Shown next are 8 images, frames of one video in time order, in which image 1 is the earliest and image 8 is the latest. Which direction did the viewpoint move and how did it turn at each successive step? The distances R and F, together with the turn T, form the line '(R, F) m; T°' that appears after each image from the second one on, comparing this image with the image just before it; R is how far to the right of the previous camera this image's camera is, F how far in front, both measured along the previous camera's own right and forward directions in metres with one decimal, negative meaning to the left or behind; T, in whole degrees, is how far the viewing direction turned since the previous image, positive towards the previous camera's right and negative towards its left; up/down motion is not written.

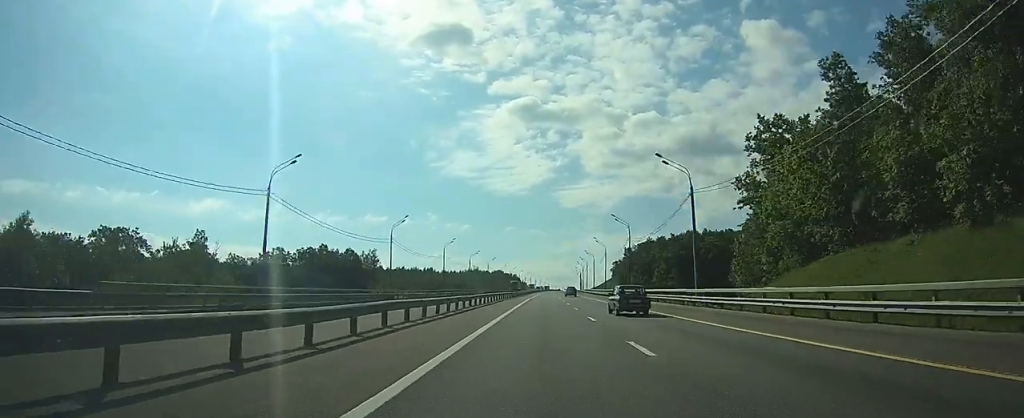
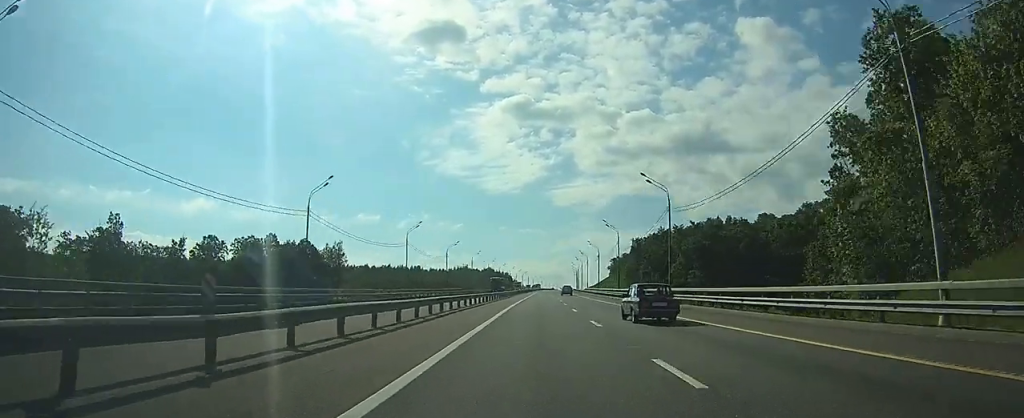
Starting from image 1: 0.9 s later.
(0.0, +27.3) m; 0°
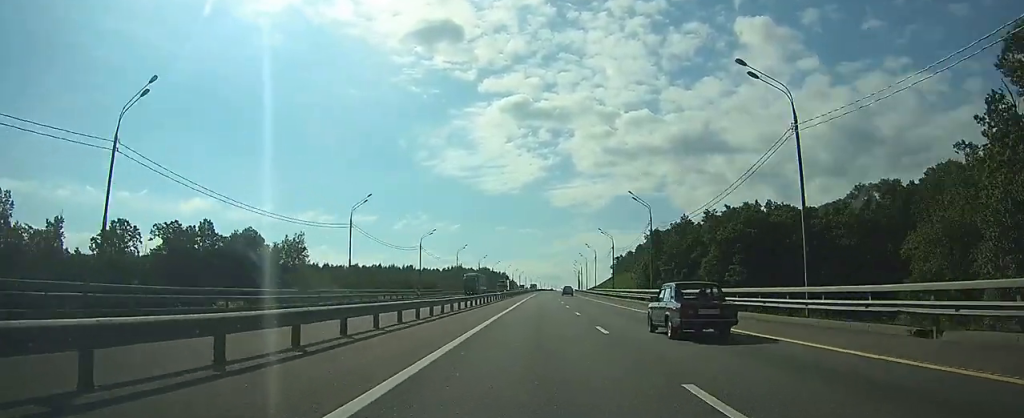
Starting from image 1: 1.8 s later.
(+0.1, +26.2) m; +1°
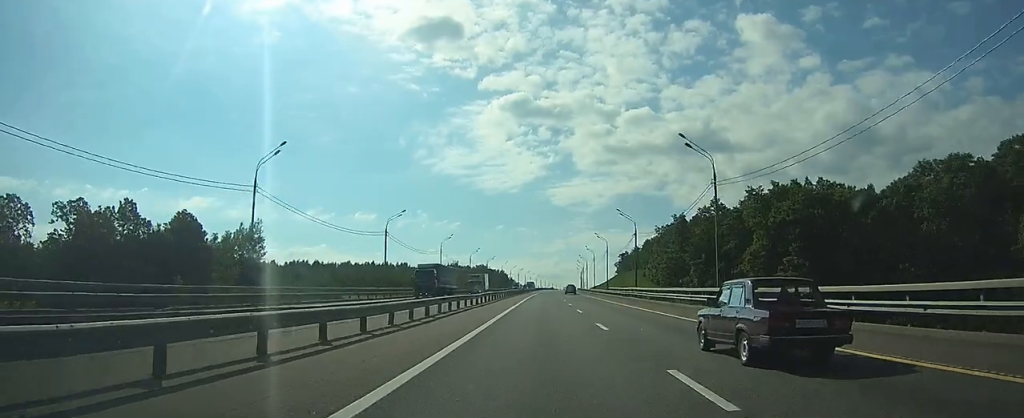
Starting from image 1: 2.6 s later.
(+0.1, +22.4) m; 0°
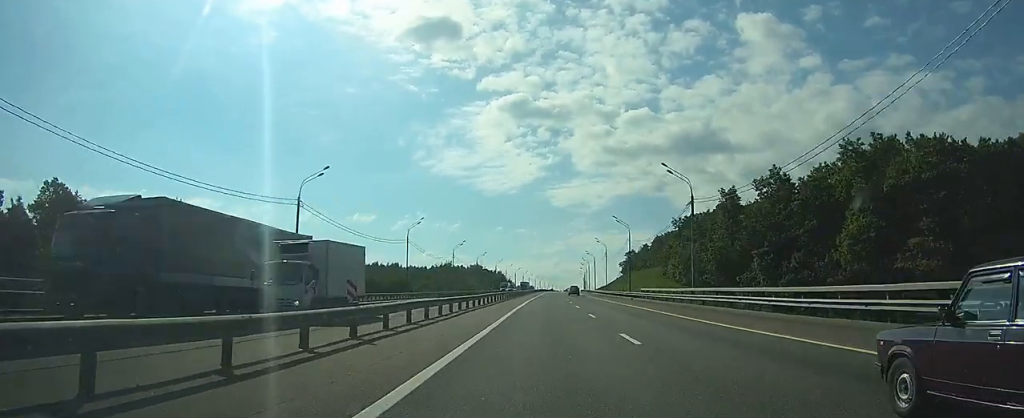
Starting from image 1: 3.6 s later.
(+0.1, +28.3) m; 0°
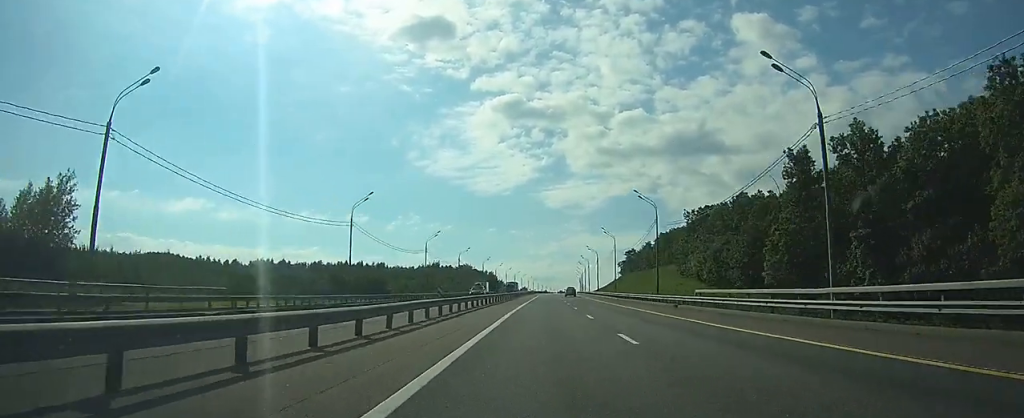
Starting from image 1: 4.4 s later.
(0.0, +23.4) m; 0°
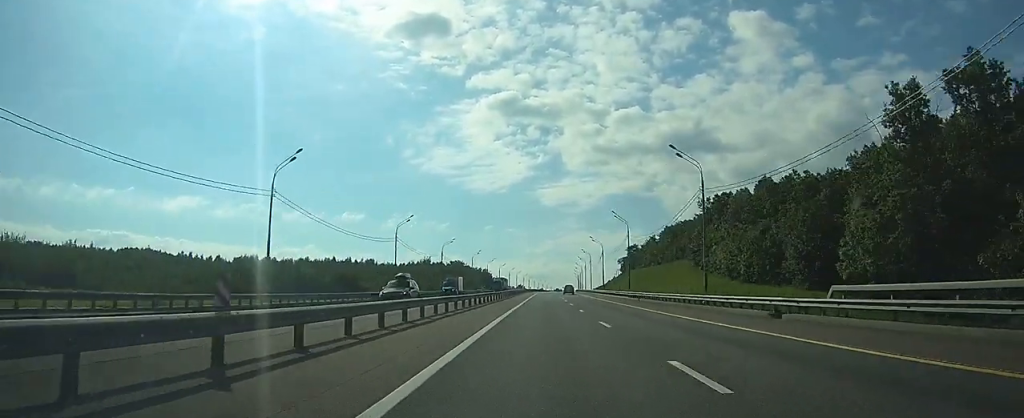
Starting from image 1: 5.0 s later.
(0.0, +18.6) m; 0°
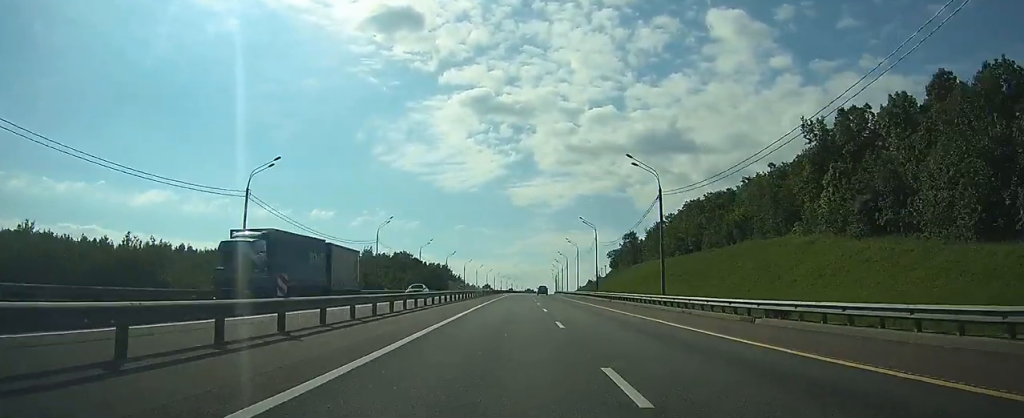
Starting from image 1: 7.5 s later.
(+1.1, +72.3) m; +2°
